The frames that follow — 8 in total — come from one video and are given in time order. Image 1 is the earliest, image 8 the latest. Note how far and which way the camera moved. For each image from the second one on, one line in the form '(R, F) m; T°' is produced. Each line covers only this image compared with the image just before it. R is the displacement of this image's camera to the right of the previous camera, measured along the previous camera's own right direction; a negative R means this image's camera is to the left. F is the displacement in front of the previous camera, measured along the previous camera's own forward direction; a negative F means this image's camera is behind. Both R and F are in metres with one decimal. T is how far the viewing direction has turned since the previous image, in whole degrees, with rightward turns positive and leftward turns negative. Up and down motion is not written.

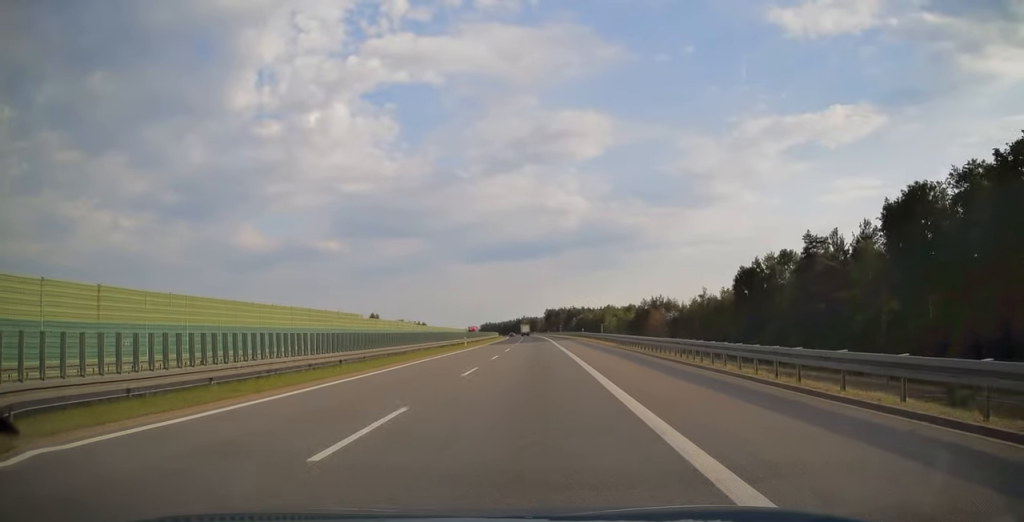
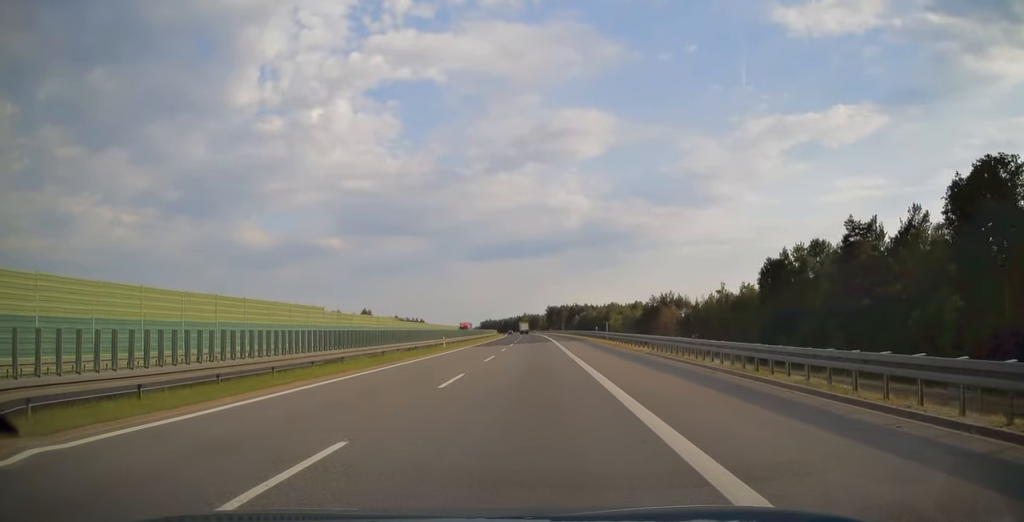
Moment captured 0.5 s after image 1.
(0.0, +15.5) m; 0°
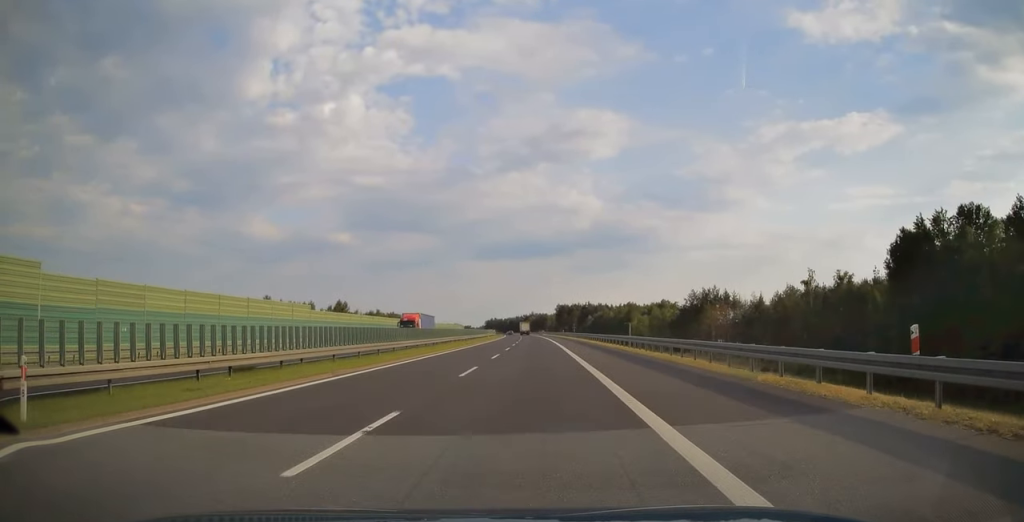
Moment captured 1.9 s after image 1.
(-0.1, +45.4) m; 0°
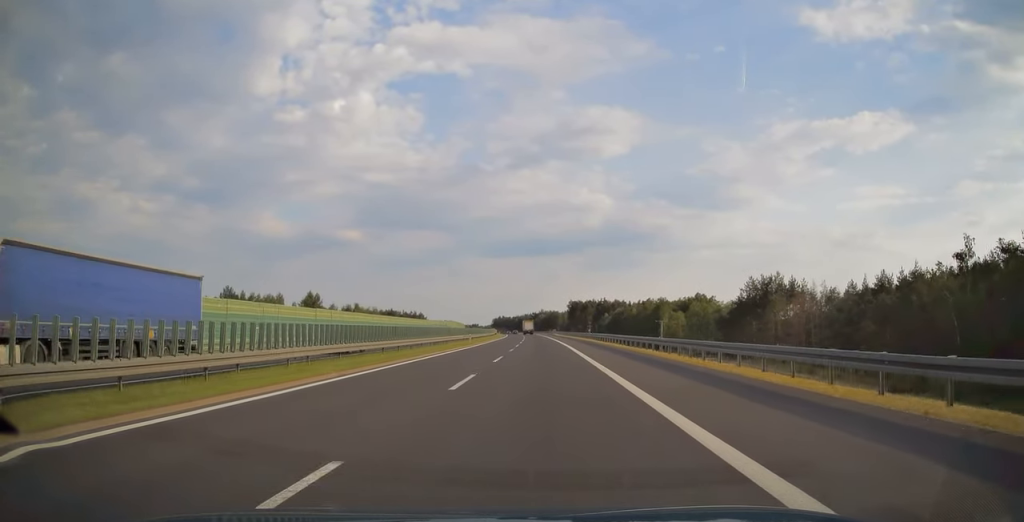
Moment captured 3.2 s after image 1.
(-0.3, +39.8) m; -1°
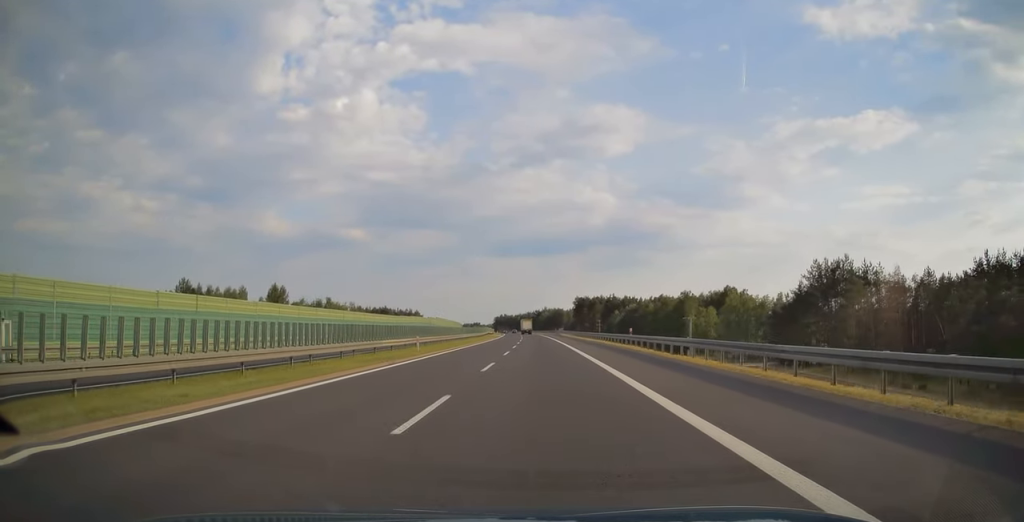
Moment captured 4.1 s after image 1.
(-0.2, +29.7) m; -1°
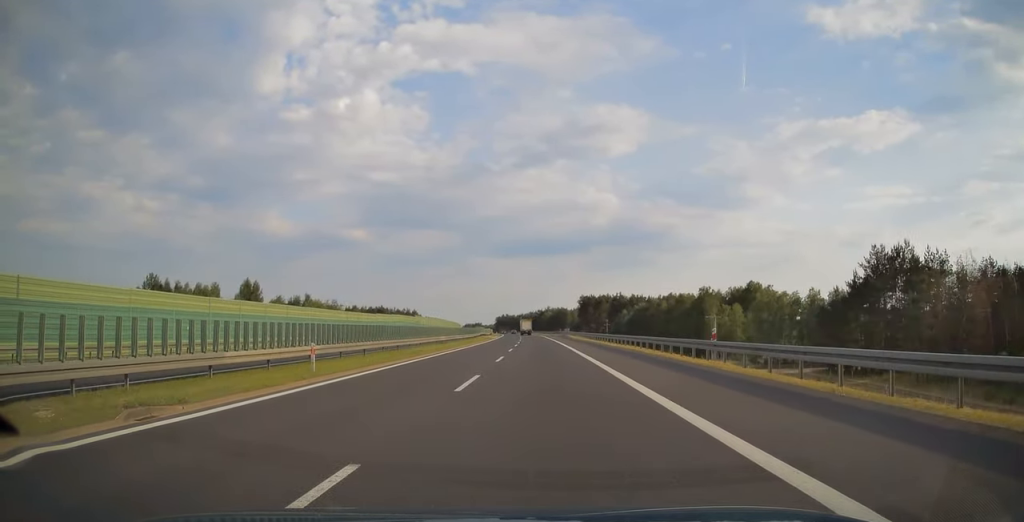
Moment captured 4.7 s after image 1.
(-0.1, +18.0) m; 0°
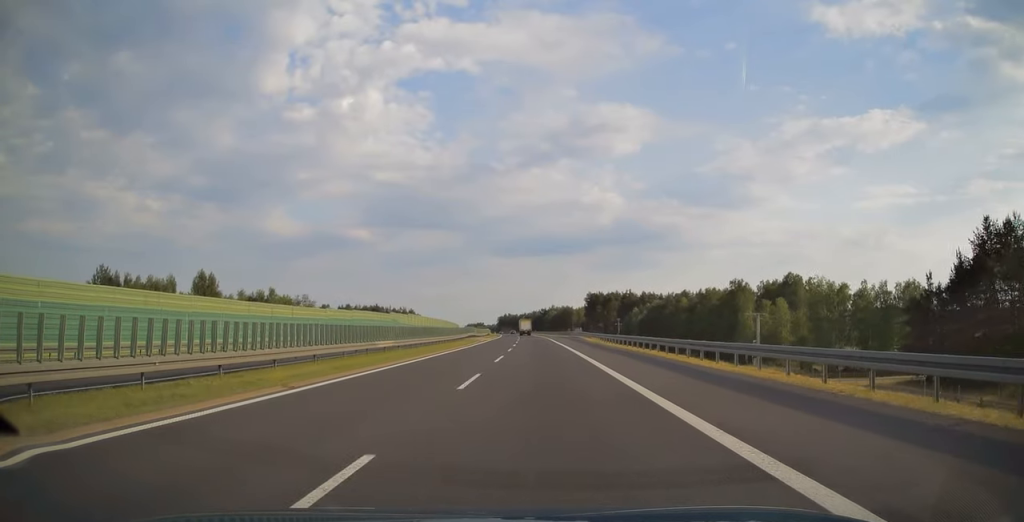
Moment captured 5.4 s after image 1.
(-0.1, +23.4) m; 0°
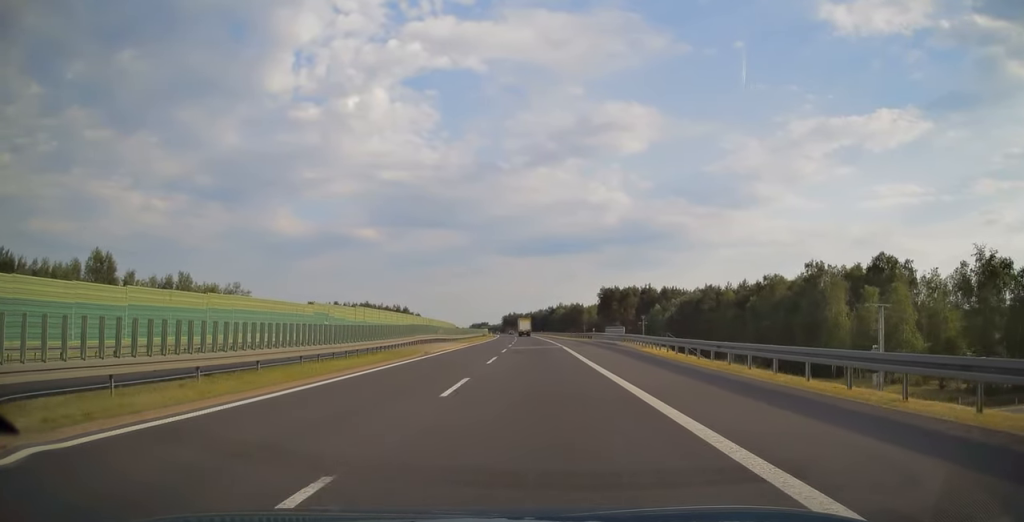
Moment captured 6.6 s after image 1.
(-0.2, +37.2) m; 0°
